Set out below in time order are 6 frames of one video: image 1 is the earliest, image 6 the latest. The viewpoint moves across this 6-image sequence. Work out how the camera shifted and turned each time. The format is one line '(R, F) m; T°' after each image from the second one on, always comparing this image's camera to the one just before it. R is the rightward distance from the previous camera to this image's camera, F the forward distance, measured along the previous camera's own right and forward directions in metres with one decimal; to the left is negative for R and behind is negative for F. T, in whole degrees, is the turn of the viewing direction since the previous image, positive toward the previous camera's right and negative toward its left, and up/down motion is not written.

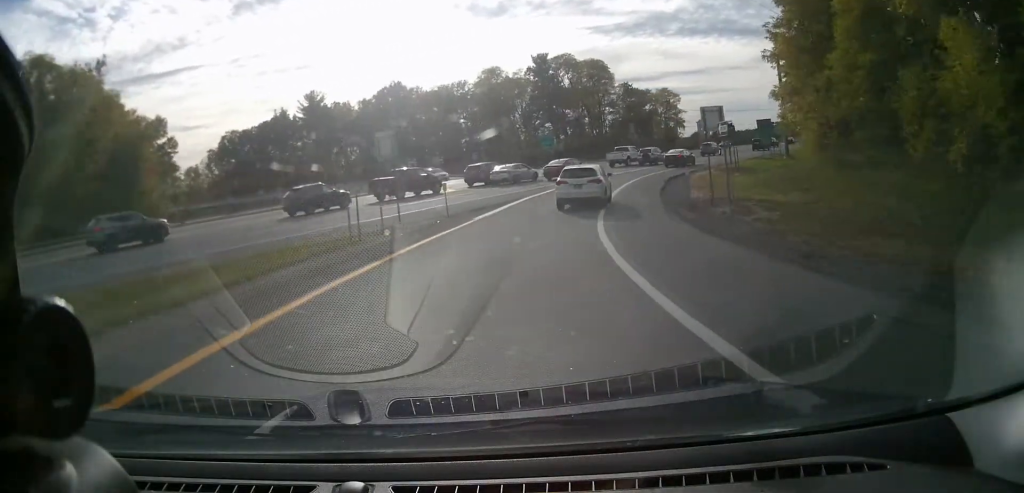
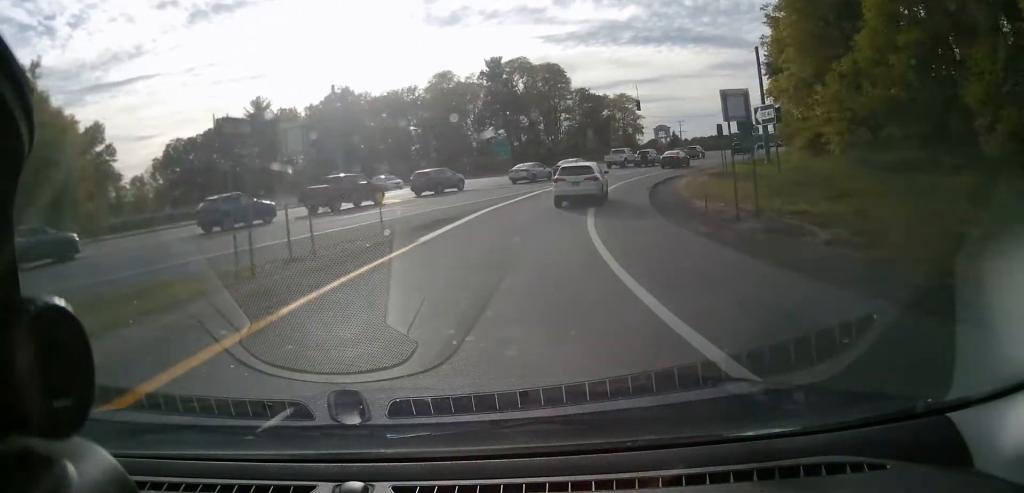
(+0.2, +5.8) m; +4°
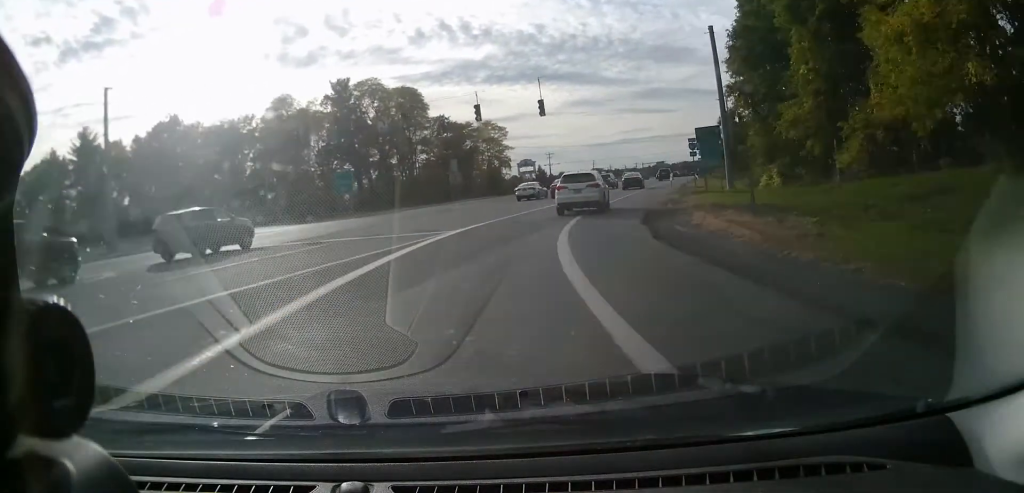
(+2.5, +18.9) m; +16°
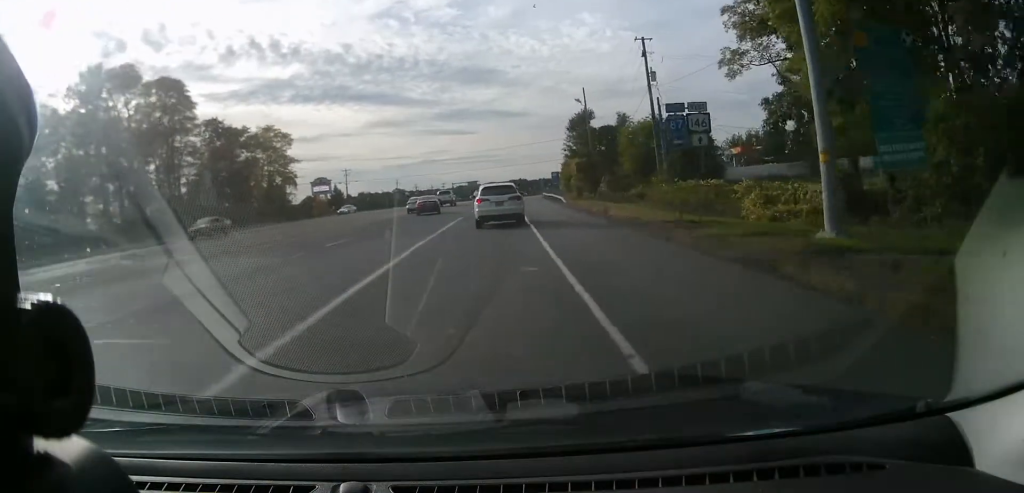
(+4.8, +27.5) m; +17°
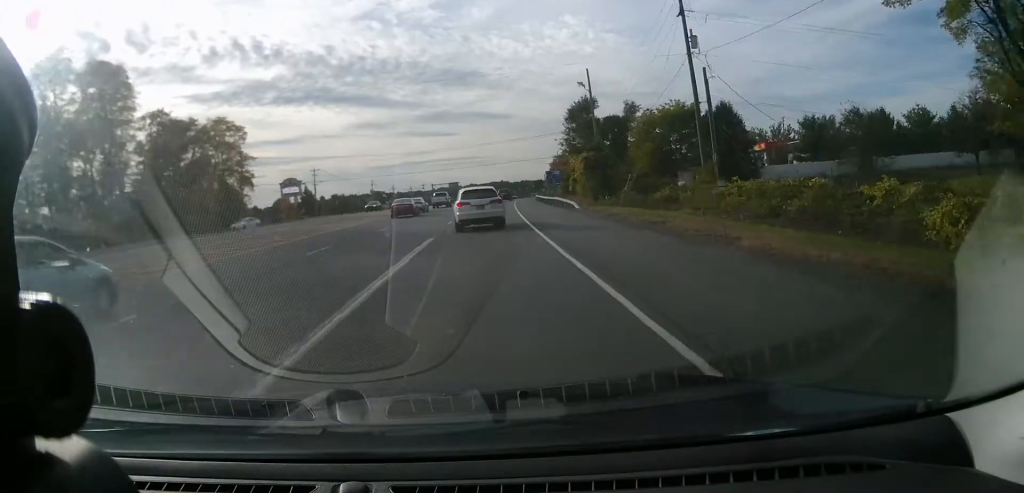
(+0.8, +14.9) m; +5°
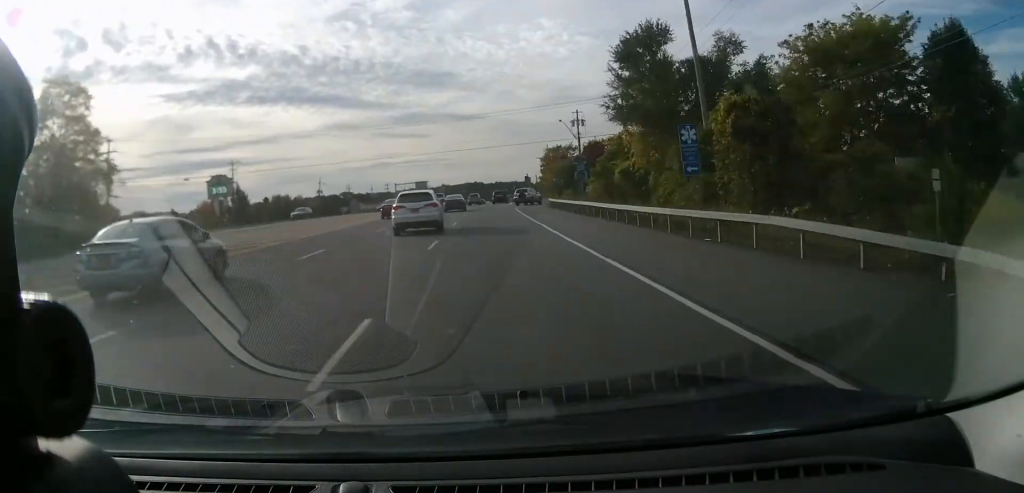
(+2.0, +36.0) m; +5°
